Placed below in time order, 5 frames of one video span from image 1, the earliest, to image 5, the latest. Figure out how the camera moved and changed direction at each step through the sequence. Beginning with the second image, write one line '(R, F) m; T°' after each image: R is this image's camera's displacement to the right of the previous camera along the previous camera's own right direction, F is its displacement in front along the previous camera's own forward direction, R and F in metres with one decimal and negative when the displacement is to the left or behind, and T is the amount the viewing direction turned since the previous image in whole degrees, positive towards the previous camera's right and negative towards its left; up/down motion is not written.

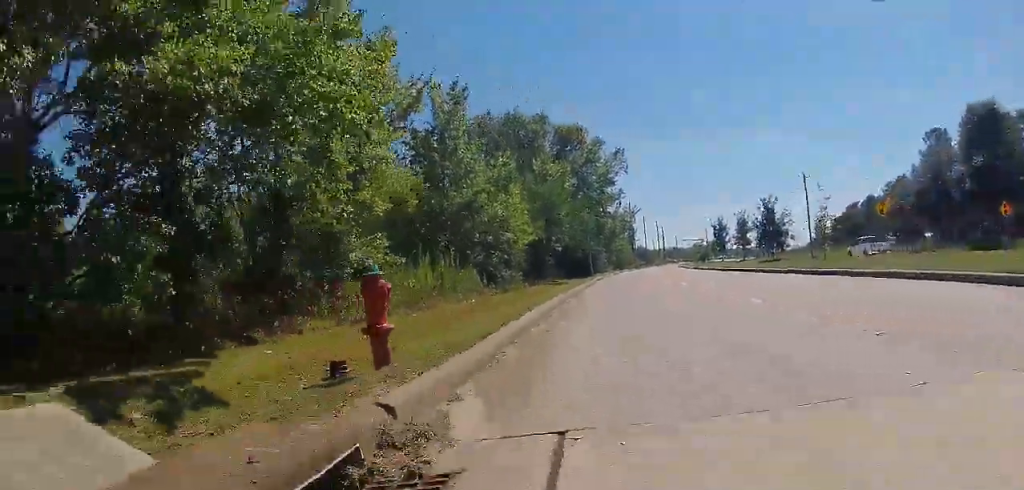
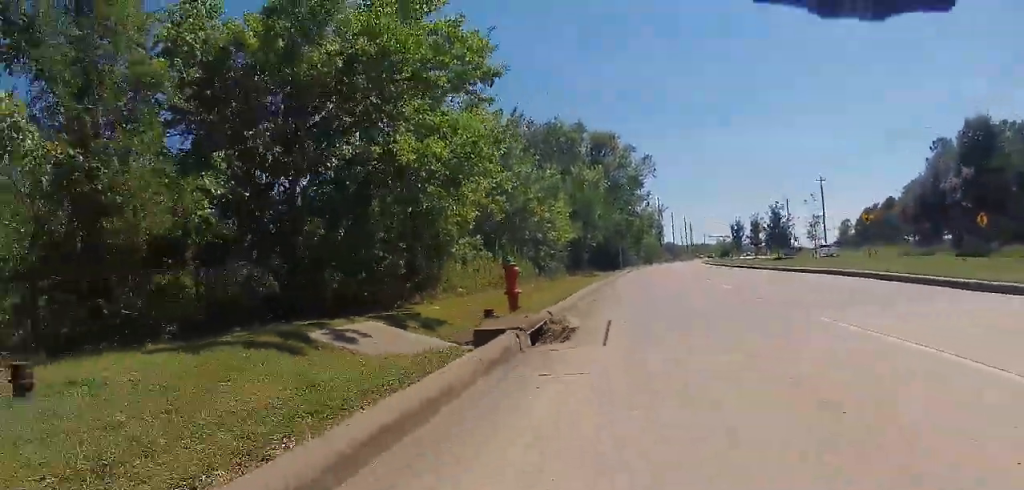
(0.0, +6.1) m; 0°
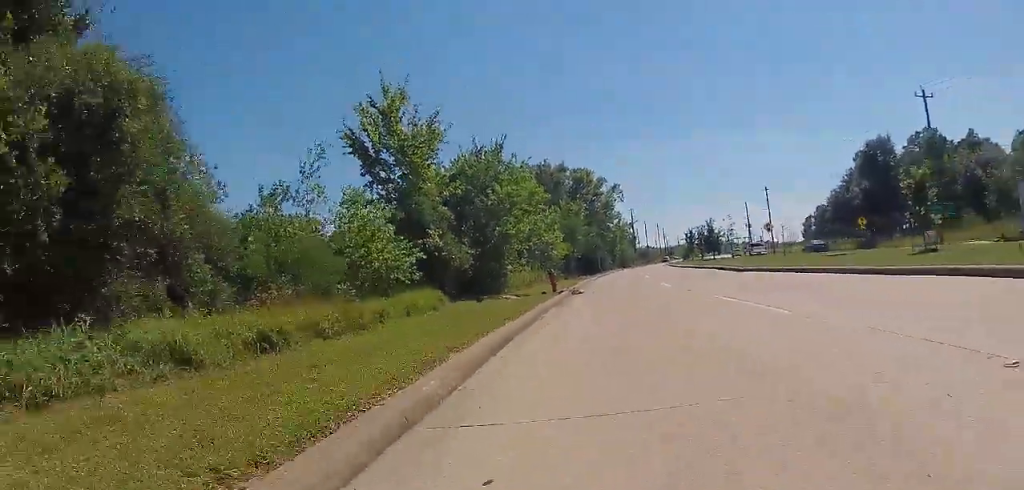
(-0.2, +17.2) m; -2°
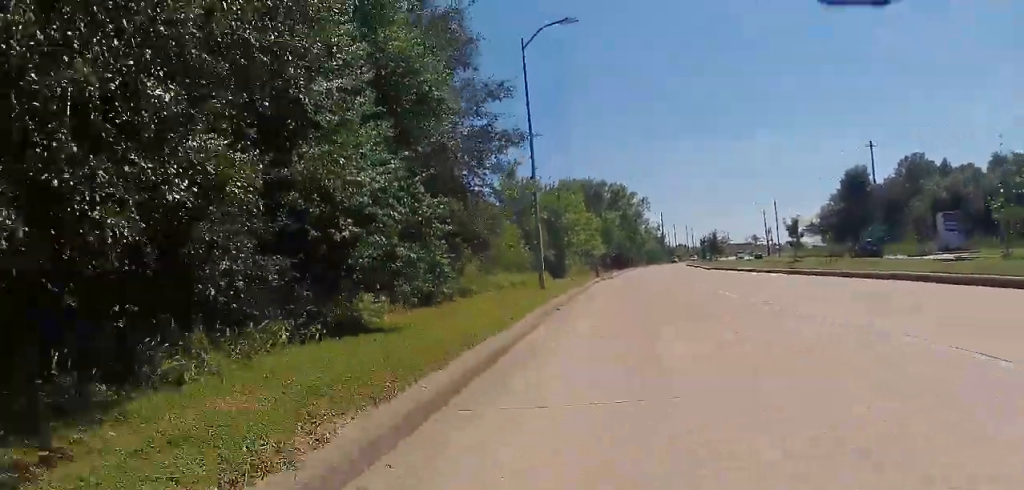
(-1.1, +18.1) m; -3°
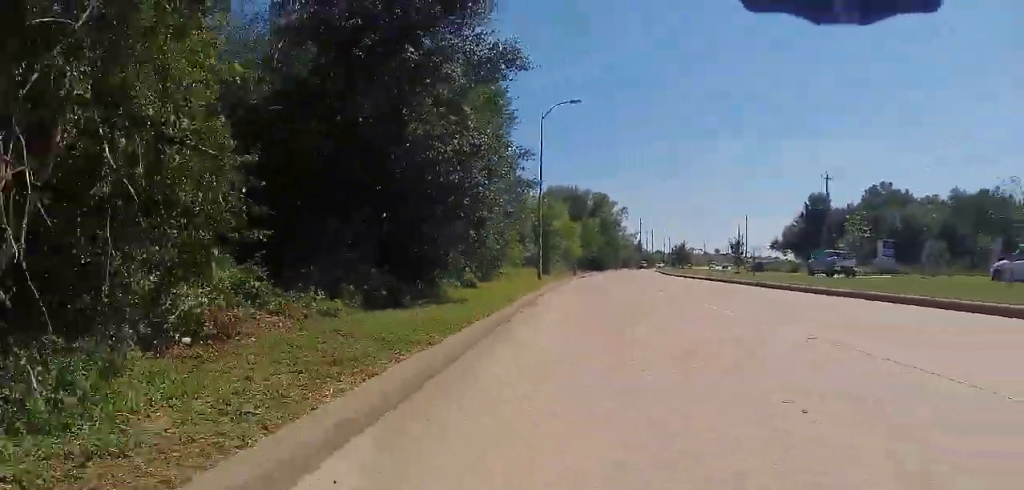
(+0.4, +8.9) m; +1°
